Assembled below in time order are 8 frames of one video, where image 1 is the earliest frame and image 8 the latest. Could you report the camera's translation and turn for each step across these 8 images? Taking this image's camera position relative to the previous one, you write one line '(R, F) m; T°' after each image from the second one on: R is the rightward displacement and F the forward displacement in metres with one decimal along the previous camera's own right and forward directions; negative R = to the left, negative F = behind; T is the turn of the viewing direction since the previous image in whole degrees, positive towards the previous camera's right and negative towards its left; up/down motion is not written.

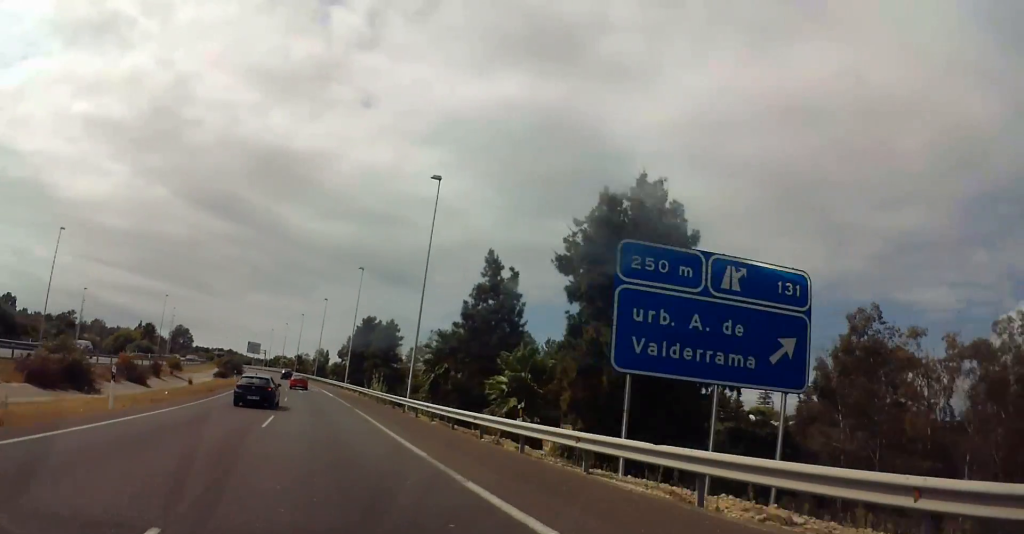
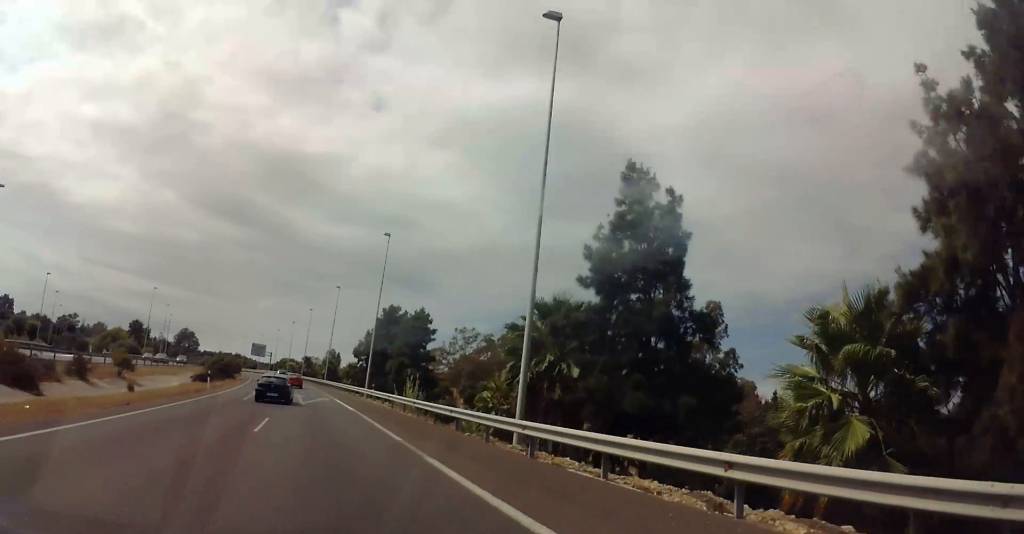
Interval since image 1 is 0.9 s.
(0.0, +21.3) m; -1°
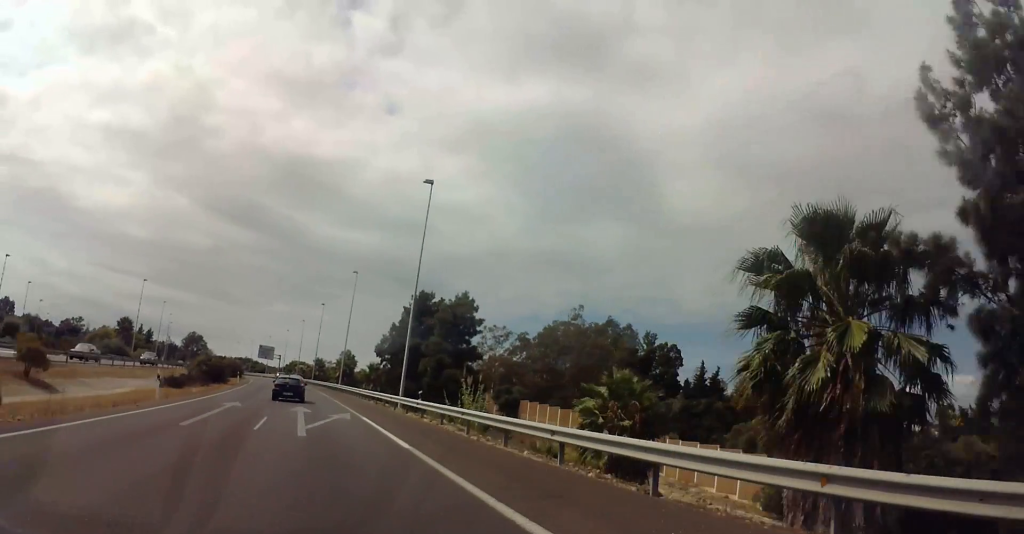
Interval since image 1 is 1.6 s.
(-0.1, +17.3) m; -2°
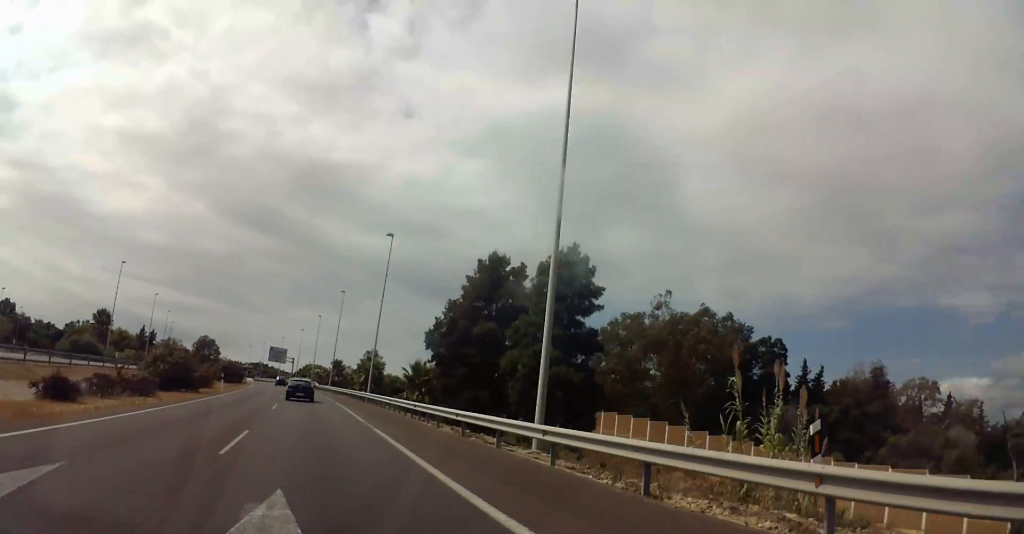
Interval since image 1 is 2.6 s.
(-0.4, +22.9) m; -4°
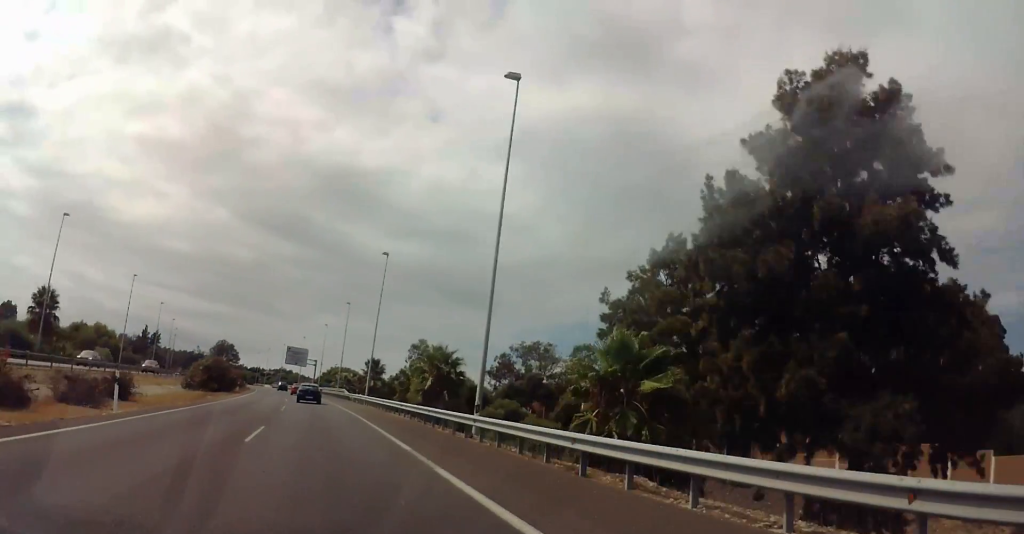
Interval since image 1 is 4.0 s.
(-1.1, +34.0) m; -1°
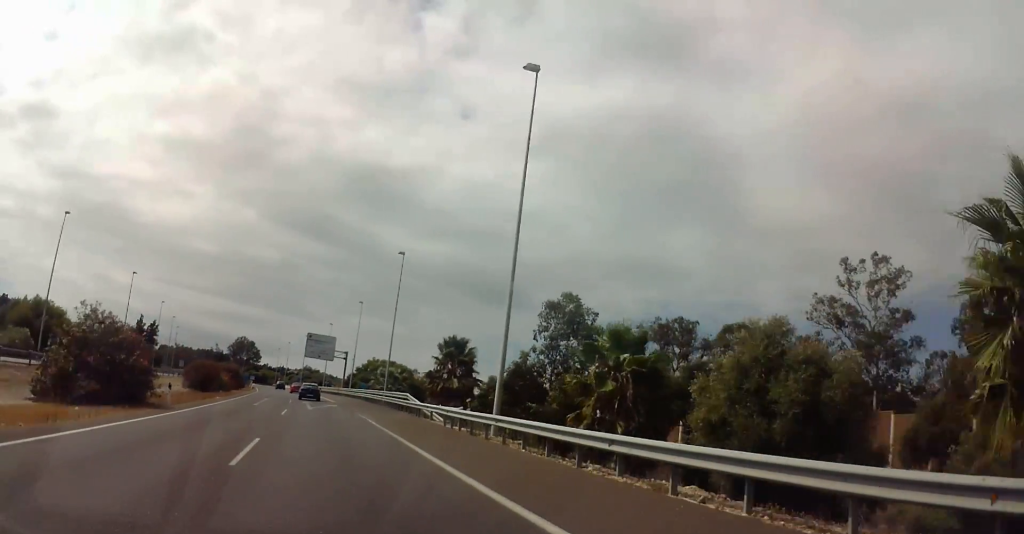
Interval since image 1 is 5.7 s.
(-0.1, +40.4) m; -1°
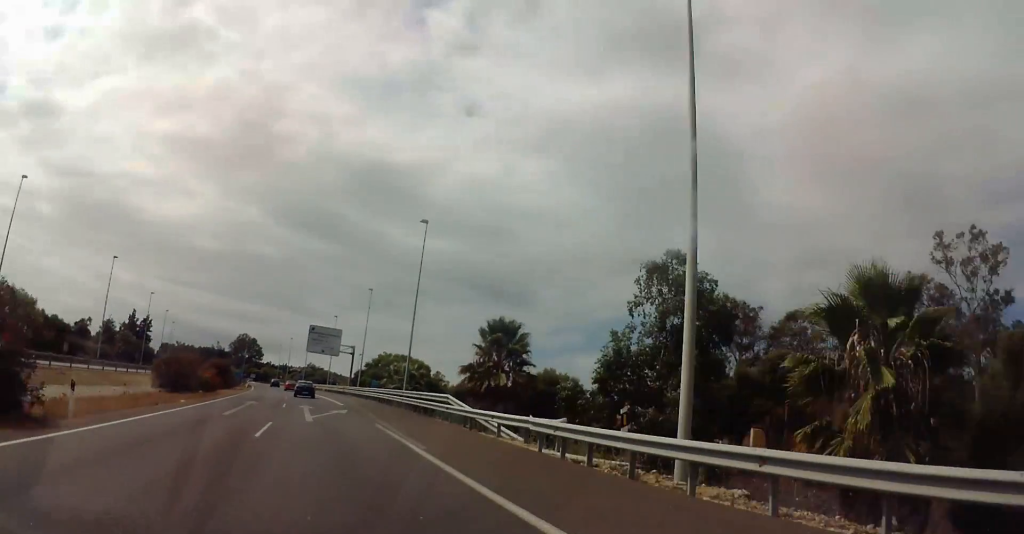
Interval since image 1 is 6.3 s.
(0.0, +13.0) m; 0°
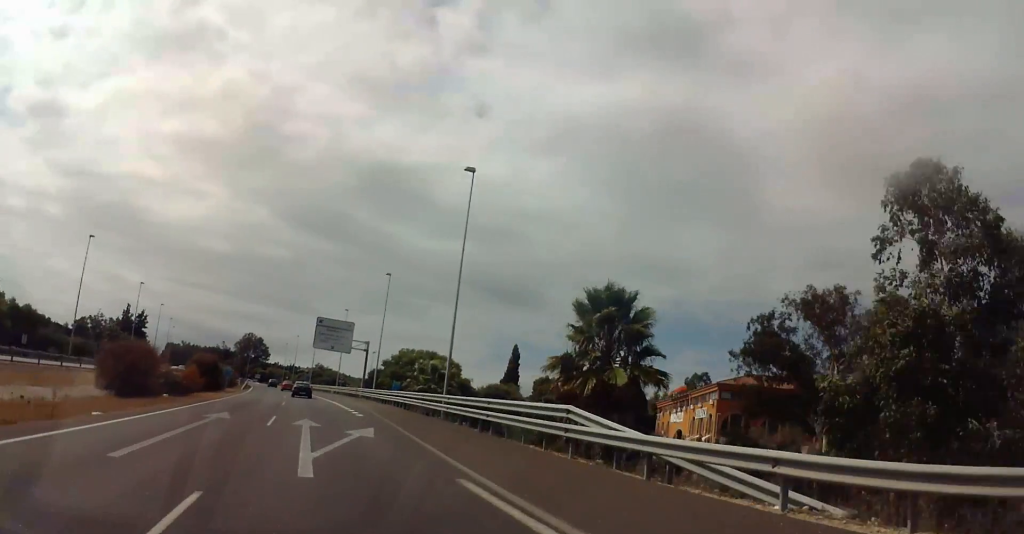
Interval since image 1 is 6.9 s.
(0.0, +13.8) m; 0°
